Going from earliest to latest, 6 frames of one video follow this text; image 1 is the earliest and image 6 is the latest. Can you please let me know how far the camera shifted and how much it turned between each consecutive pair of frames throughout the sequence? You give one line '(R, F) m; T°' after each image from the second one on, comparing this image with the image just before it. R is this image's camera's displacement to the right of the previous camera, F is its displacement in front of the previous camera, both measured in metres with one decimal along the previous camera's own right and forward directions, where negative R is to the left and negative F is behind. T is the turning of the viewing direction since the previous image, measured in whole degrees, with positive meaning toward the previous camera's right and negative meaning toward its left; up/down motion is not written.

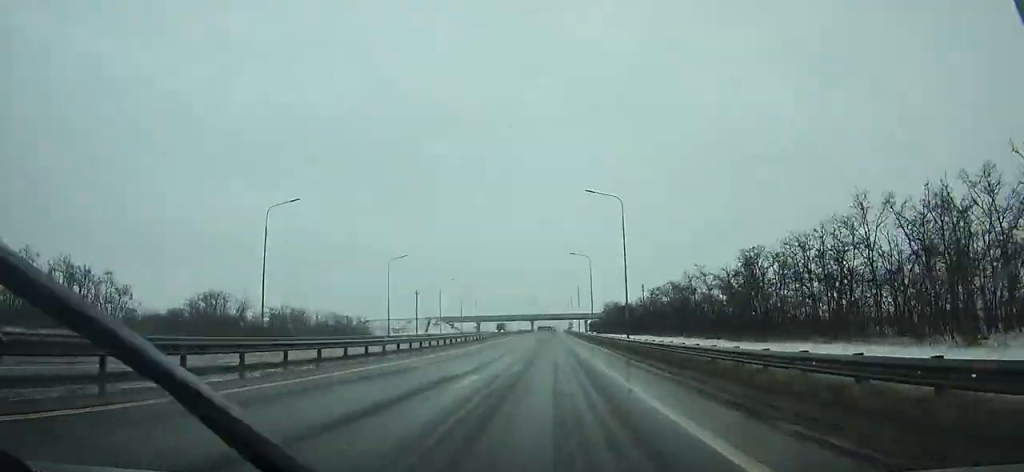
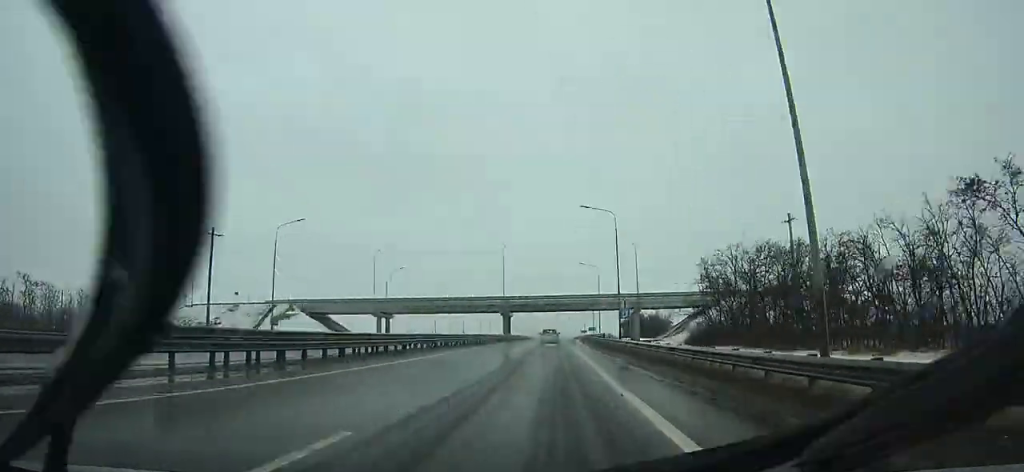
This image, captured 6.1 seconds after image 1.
(-0.6, +149.6) m; 0°
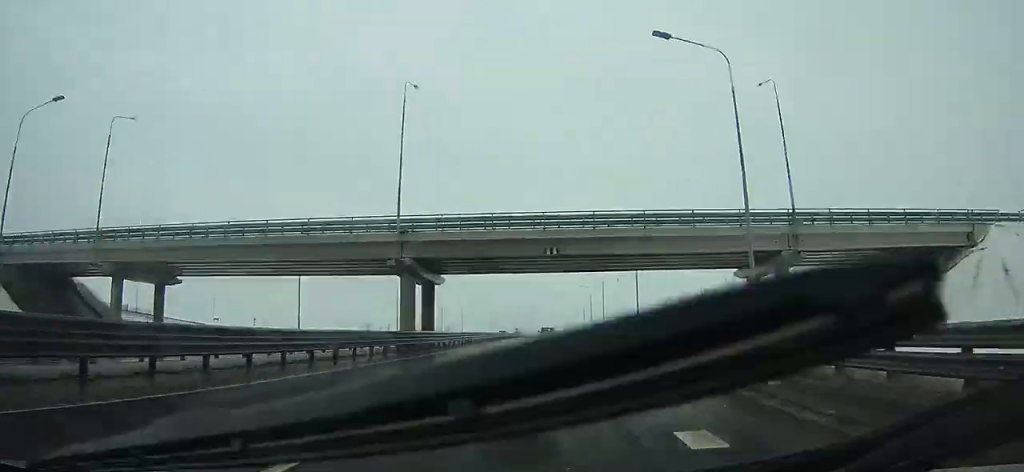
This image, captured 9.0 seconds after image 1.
(+0.2, +71.3) m; 0°
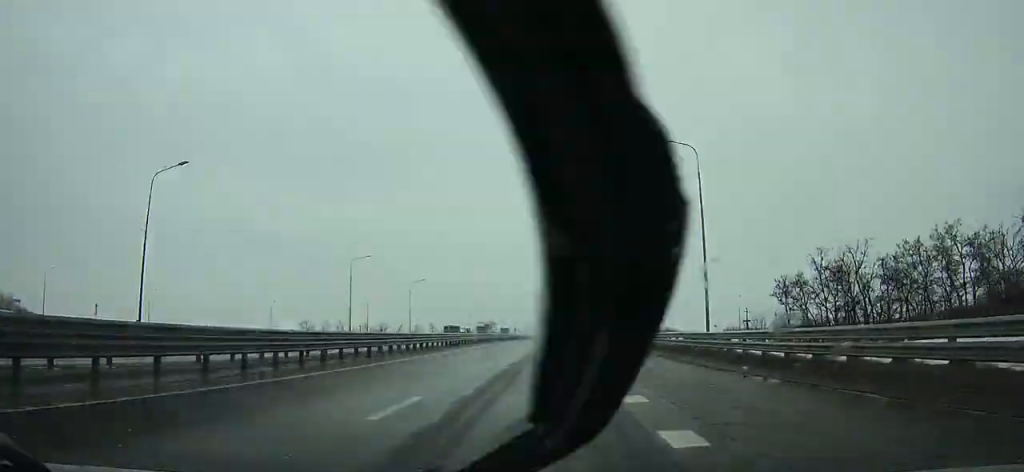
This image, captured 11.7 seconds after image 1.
(+0.1, +66.4) m; 0°
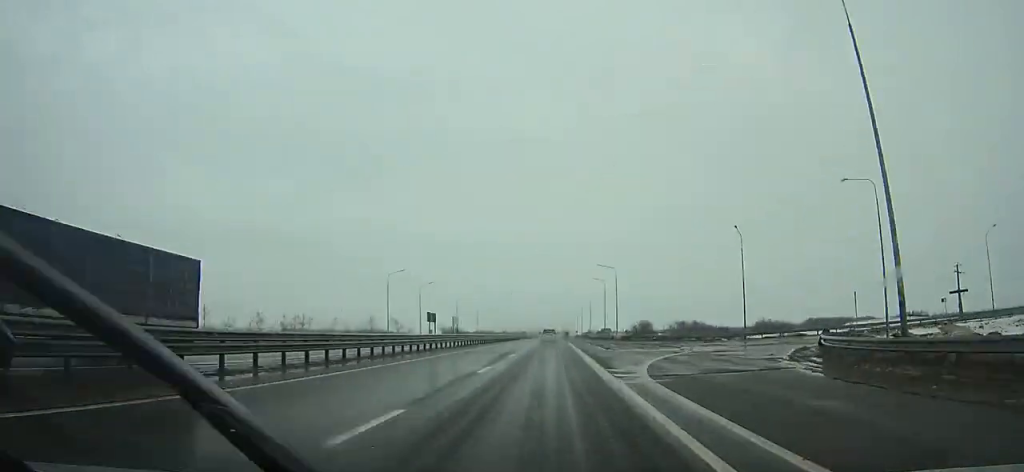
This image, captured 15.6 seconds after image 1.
(-0.1, +96.6) m; 0°
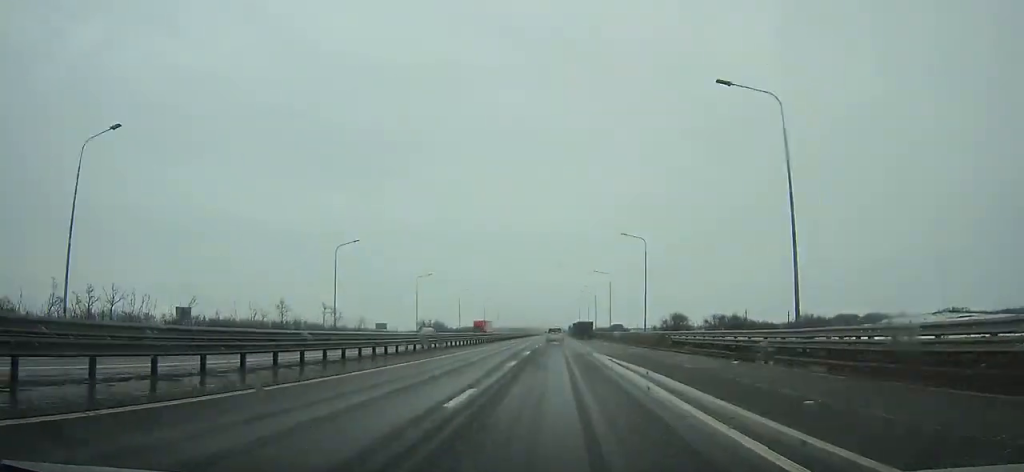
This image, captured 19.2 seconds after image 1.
(-0.2, +90.4) m; 0°
